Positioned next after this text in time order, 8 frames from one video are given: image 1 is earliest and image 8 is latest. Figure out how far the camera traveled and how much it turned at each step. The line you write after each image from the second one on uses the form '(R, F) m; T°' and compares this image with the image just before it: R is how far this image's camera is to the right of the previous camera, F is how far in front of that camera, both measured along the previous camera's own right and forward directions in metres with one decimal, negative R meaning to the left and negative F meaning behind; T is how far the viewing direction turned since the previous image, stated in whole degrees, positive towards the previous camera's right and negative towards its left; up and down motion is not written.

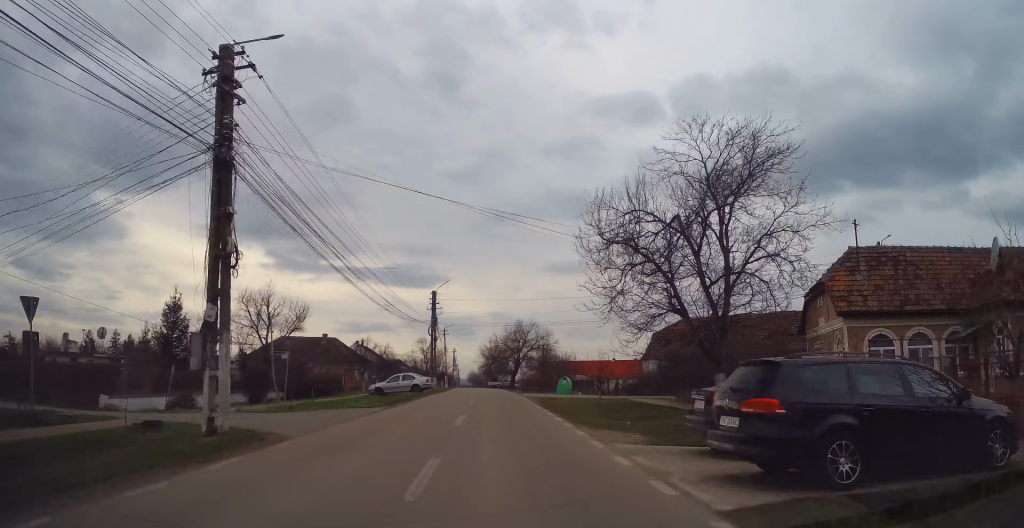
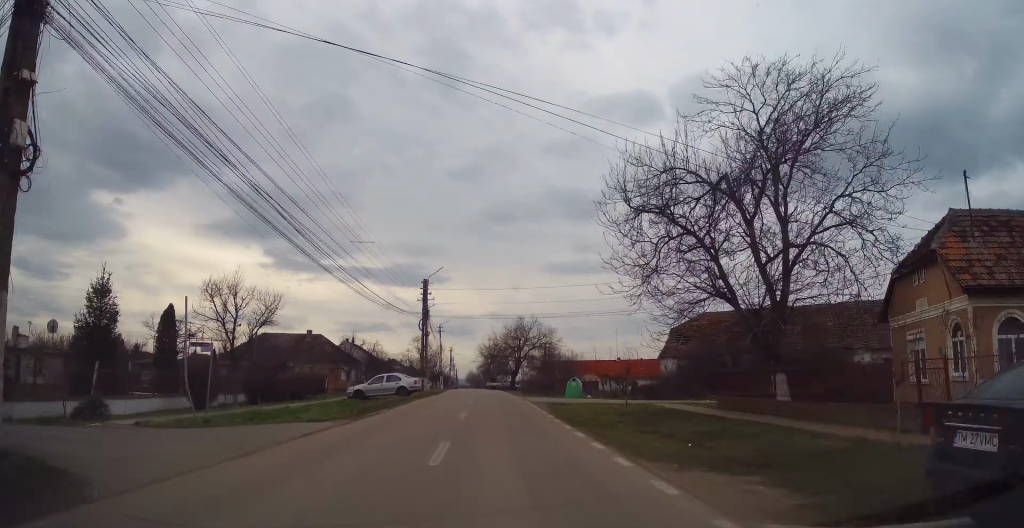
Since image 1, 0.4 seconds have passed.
(0.0, +6.3) m; 0°
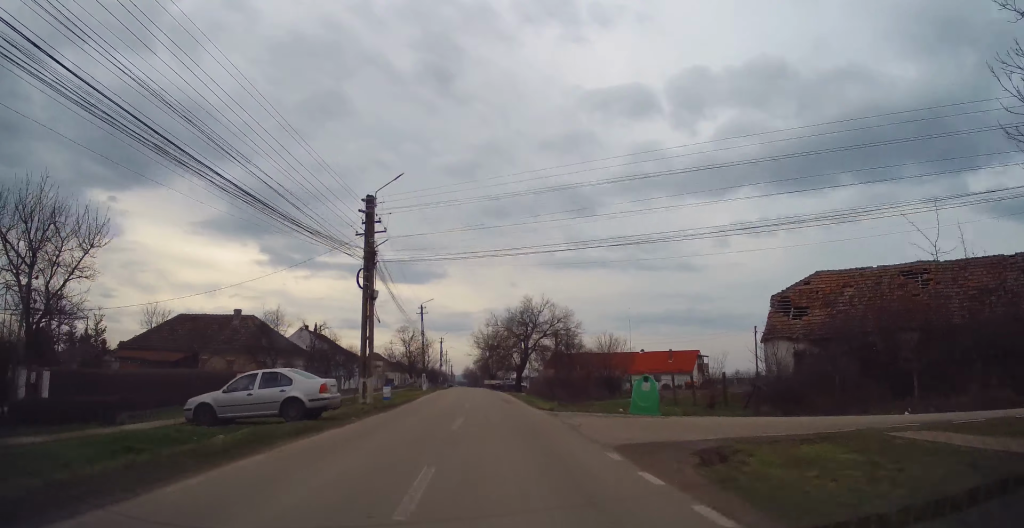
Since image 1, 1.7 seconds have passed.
(-0.2, +20.3) m; -1°
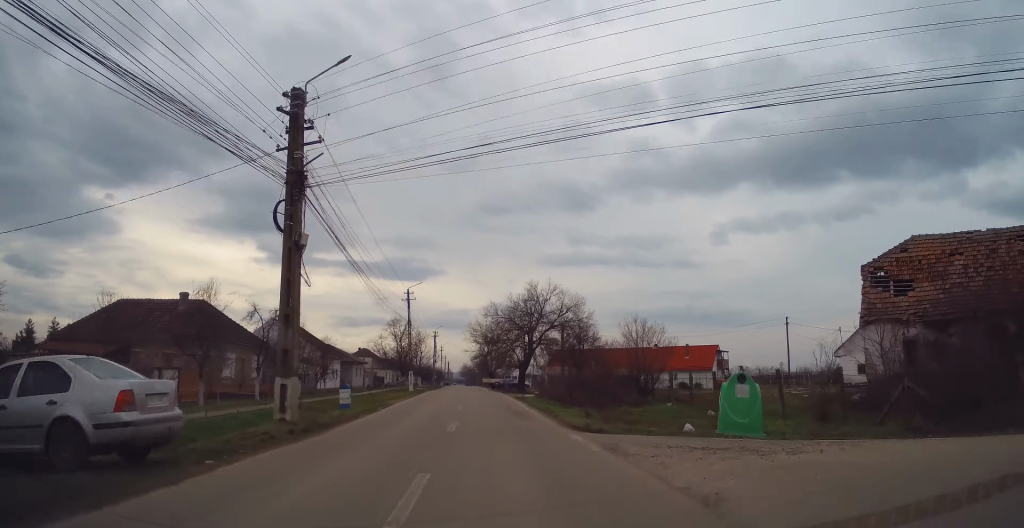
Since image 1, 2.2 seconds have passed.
(-0.1, +9.2) m; -1°
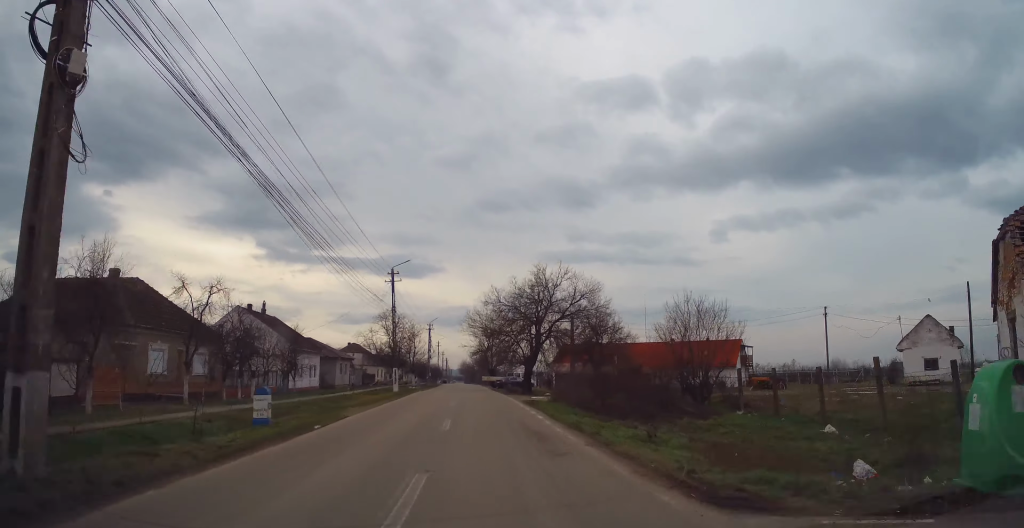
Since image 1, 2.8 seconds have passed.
(0.0, +8.8) m; +1°
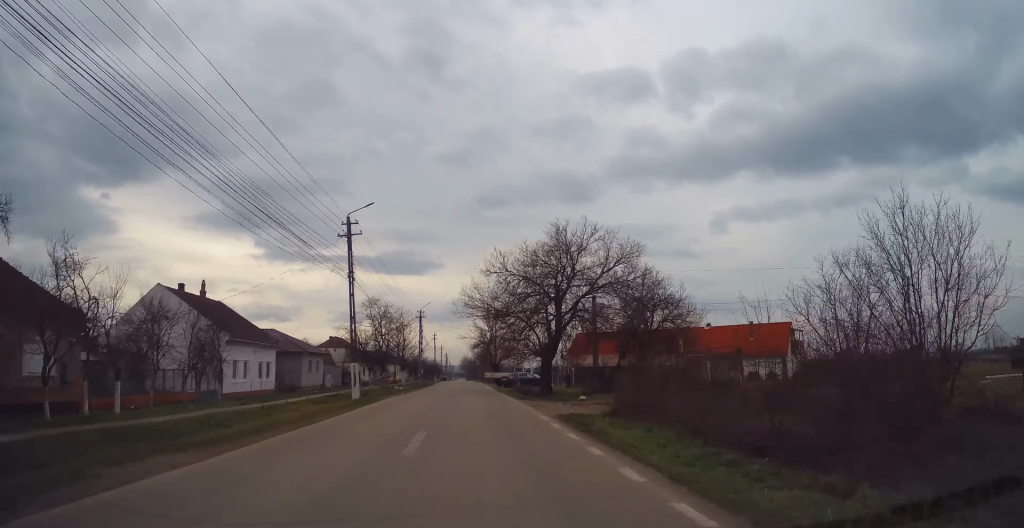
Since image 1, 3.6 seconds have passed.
(+0.2, +13.8) m; +1°
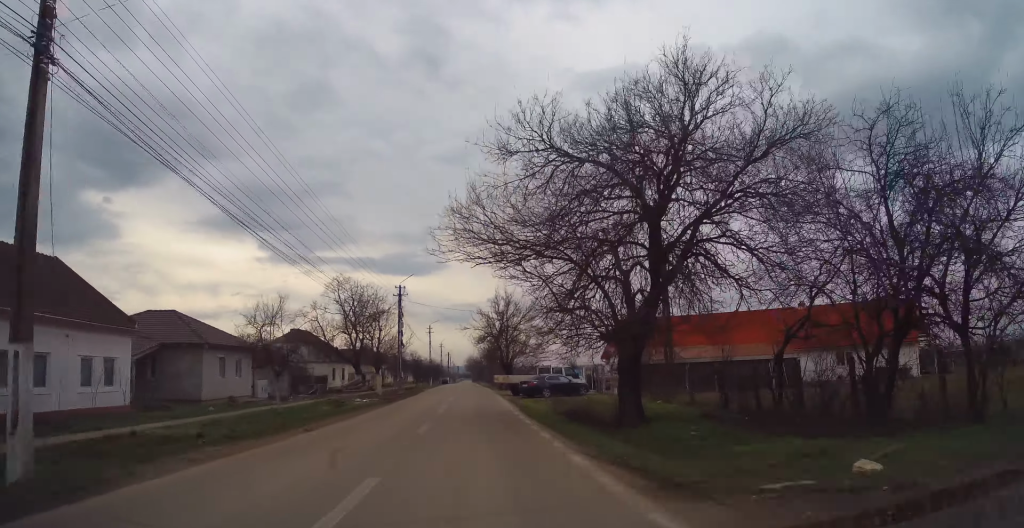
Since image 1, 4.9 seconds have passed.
(+0.1, +21.3) m; -2°
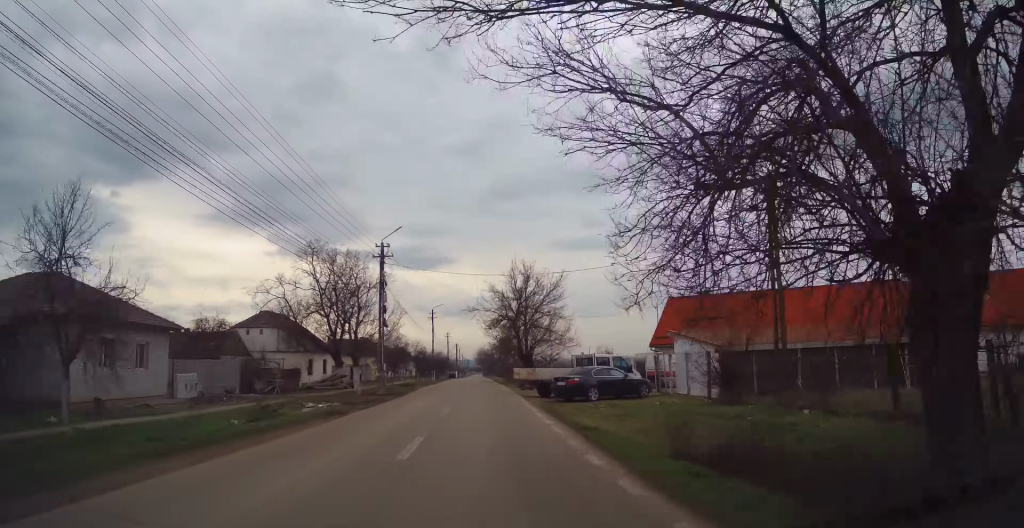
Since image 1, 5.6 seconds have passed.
(-0.3, +13.1) m; -1°
